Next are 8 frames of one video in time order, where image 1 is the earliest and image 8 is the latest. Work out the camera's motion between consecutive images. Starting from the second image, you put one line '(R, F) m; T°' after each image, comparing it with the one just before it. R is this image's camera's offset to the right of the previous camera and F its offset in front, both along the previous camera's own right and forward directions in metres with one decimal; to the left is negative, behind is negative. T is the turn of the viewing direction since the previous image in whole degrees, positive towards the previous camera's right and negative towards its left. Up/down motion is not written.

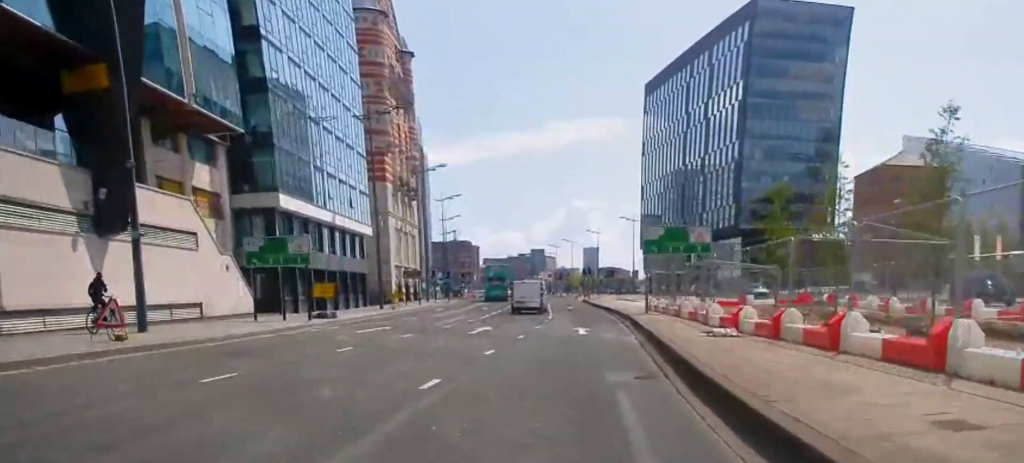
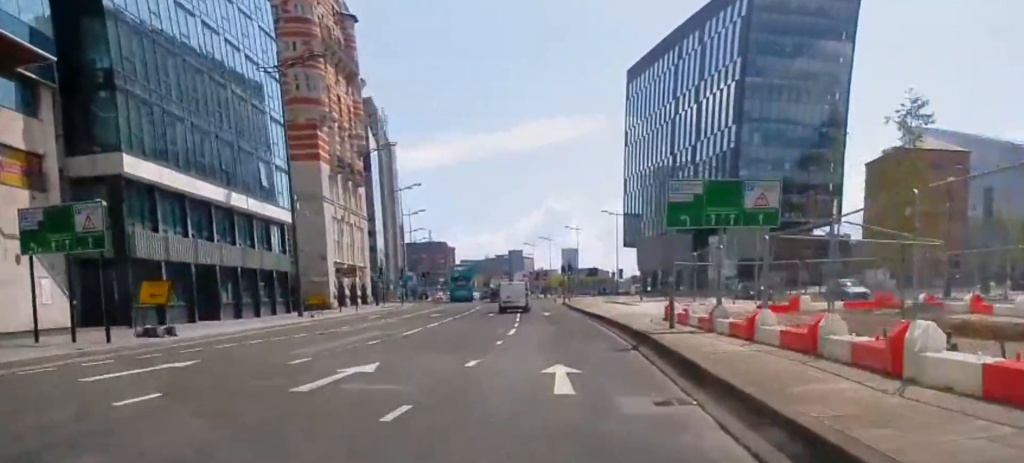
(0.0, +14.2) m; 0°
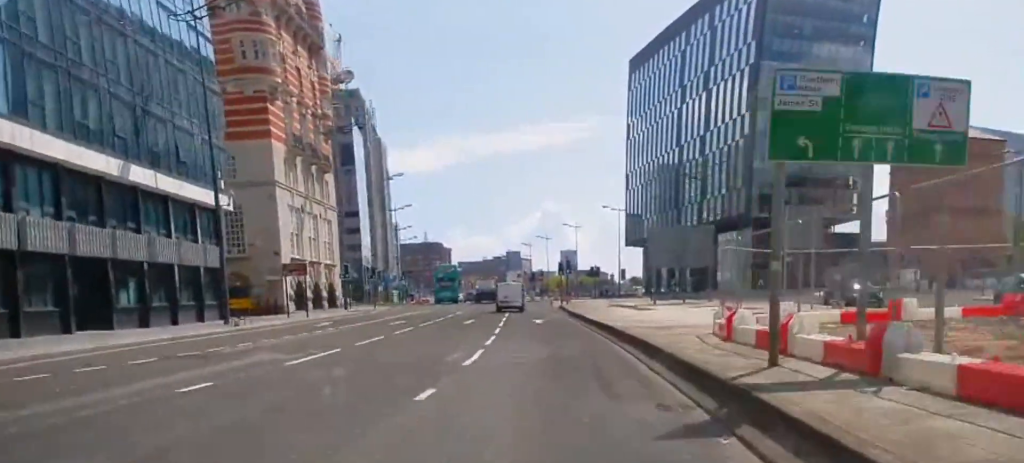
(0.0, +10.0) m; +1°
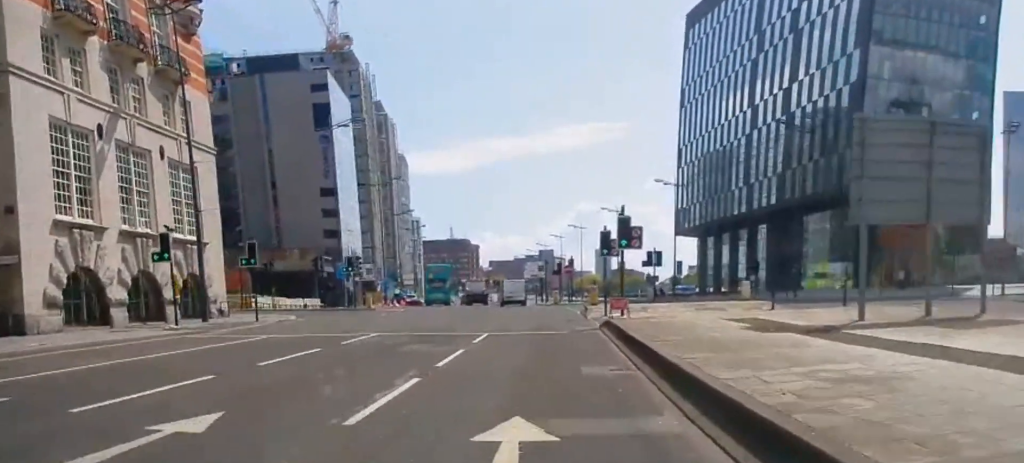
(-0.4, +30.9) m; -3°
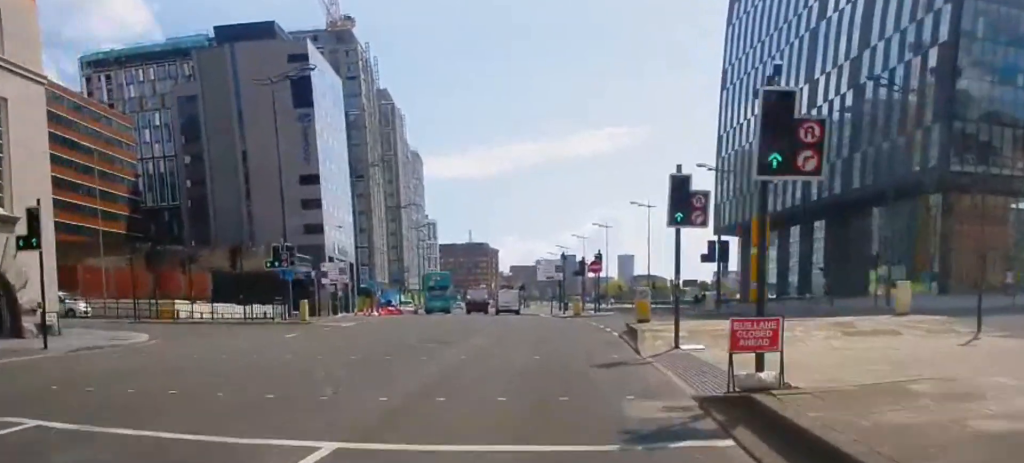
(-0.1, +16.9) m; 0°
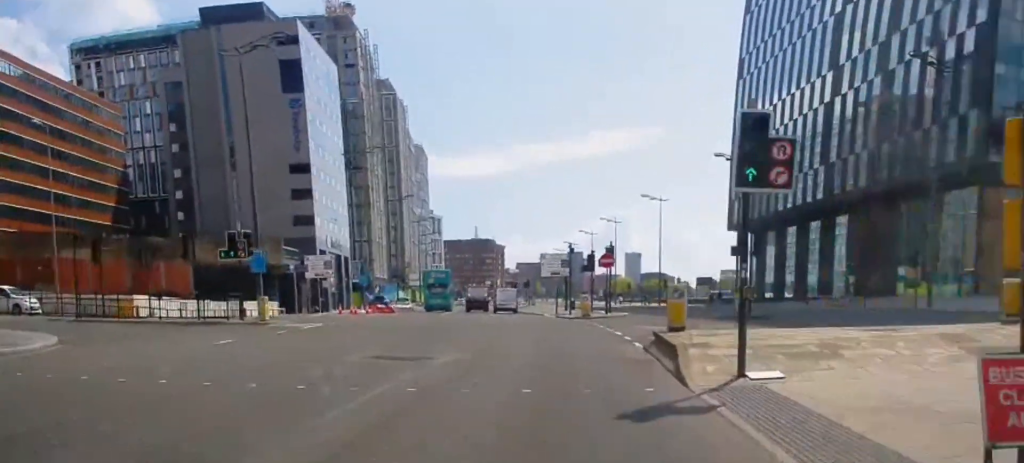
(0.0, +5.6) m; -1°
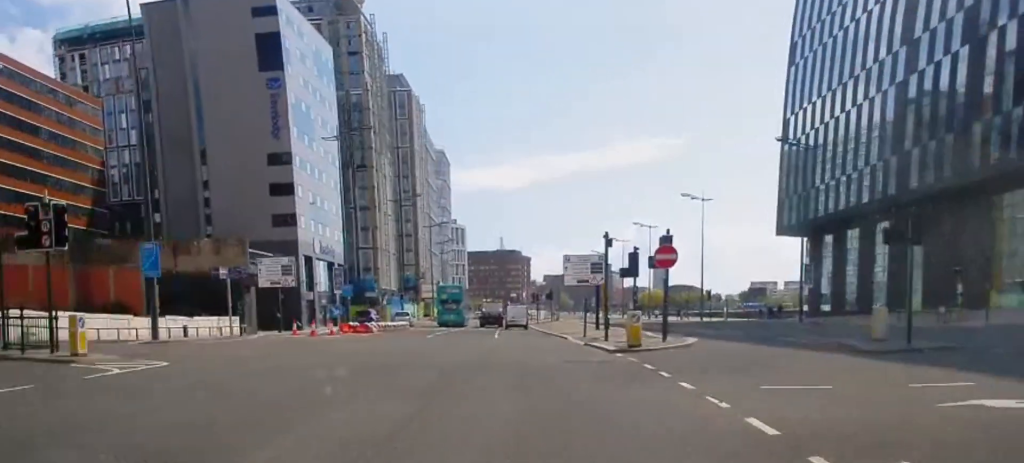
(-0.3, +14.1) m; -2°
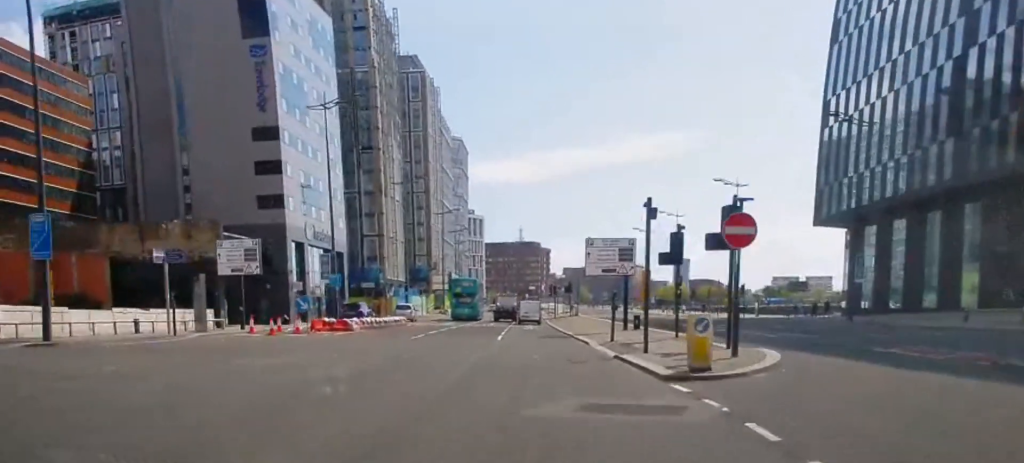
(-0.2, +7.9) m; -1°
